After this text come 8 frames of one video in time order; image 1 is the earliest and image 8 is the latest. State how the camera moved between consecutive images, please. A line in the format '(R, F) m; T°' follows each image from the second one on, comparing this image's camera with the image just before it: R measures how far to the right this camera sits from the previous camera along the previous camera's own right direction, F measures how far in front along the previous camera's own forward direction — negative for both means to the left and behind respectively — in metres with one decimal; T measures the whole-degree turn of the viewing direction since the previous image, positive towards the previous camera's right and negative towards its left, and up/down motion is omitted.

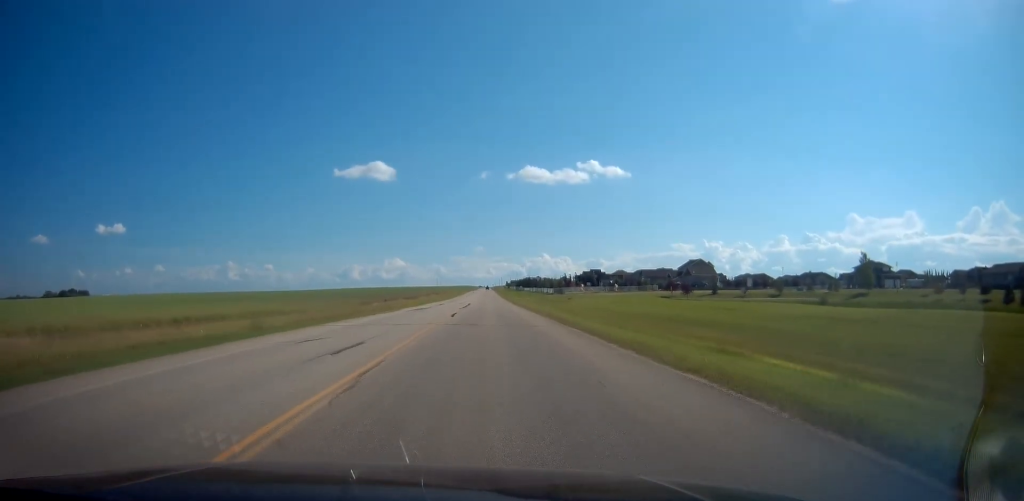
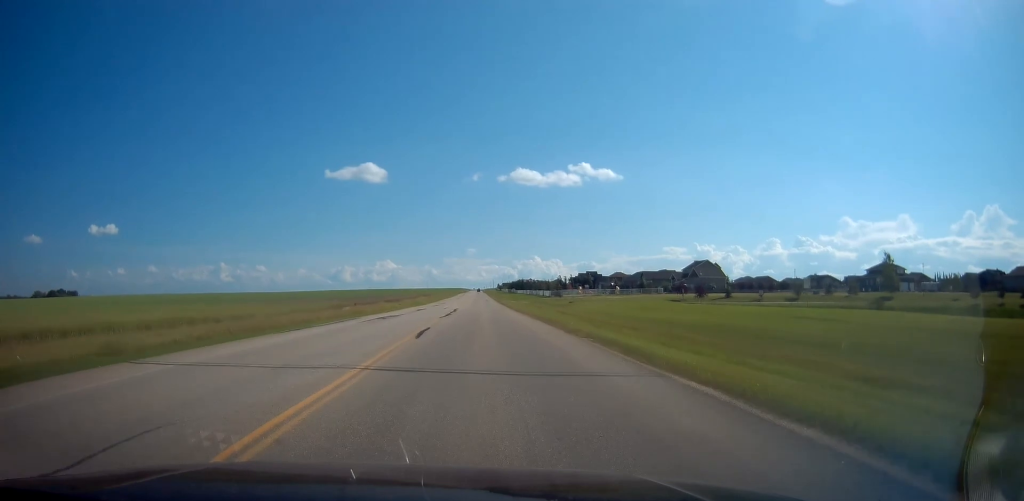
(+0.6, +13.6) m; +3°
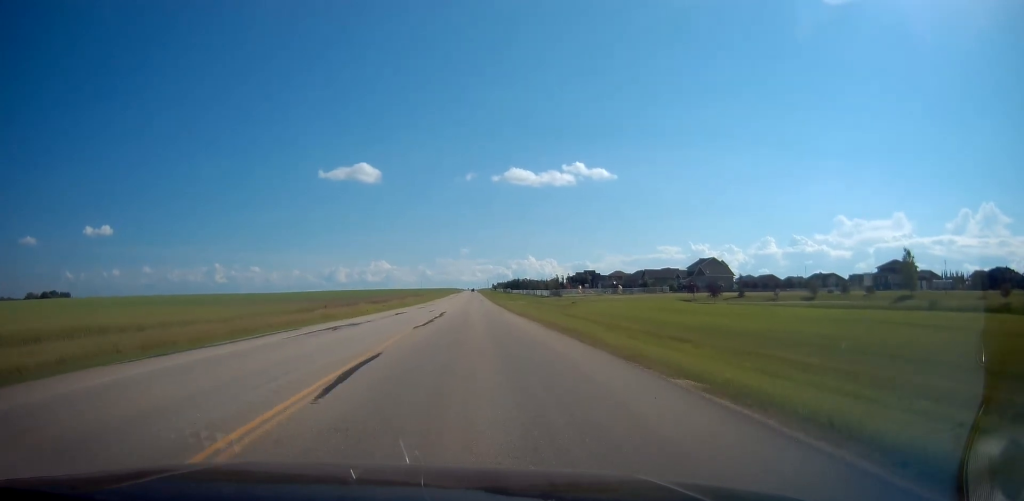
(0.0, +9.7) m; 0°
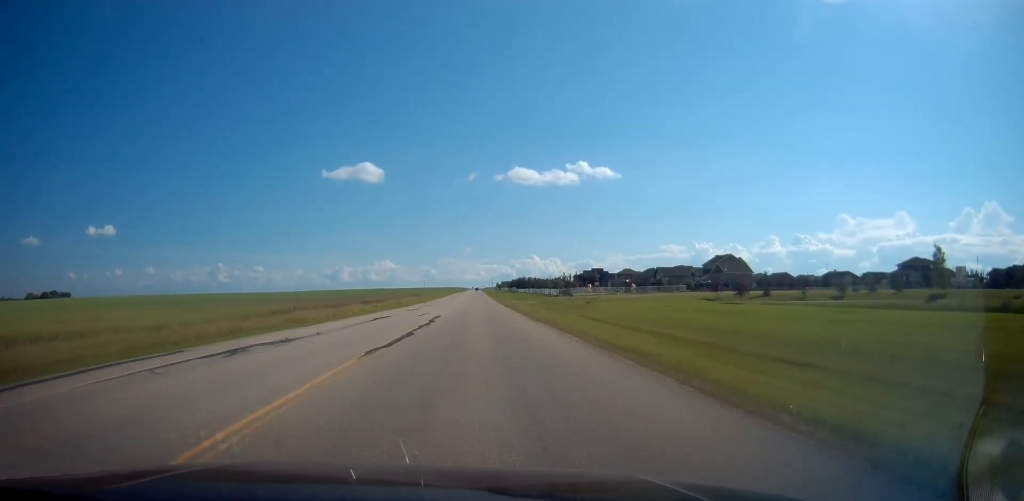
(0.0, +9.8) m; 0°
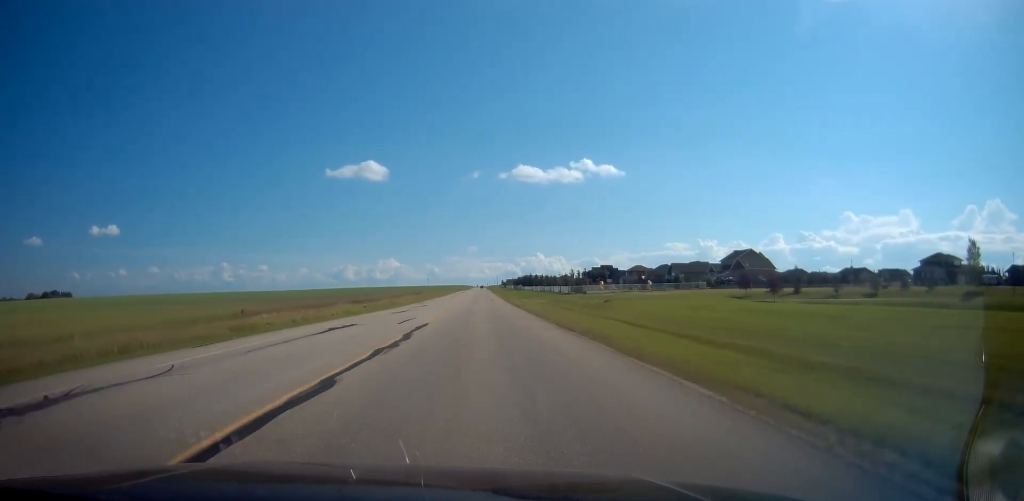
(0.0, +10.4) m; 0°
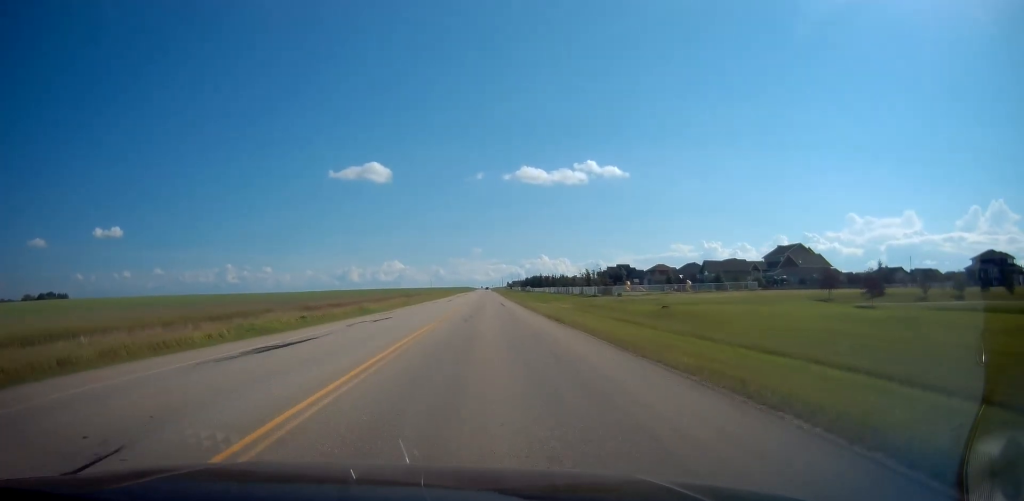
(0.0, +24.1) m; 0°
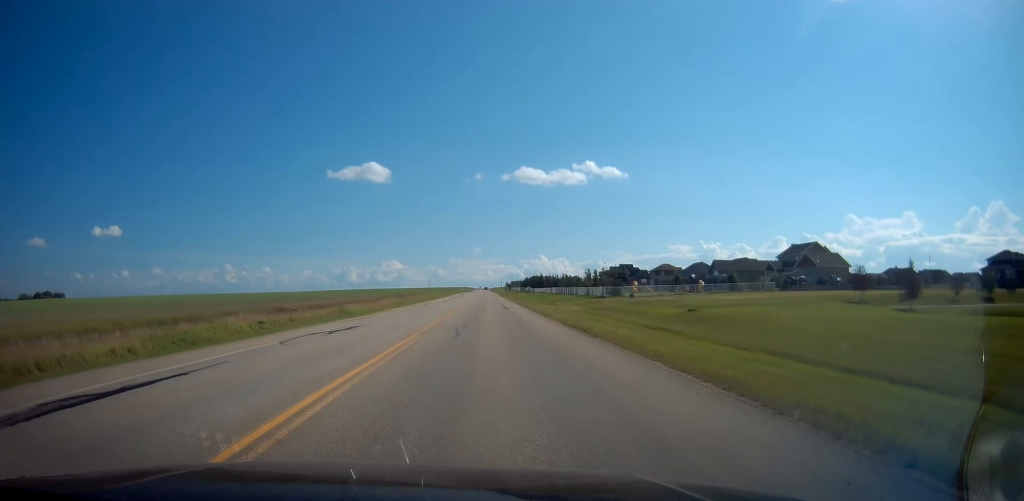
(0.0, +7.8) m; 0°
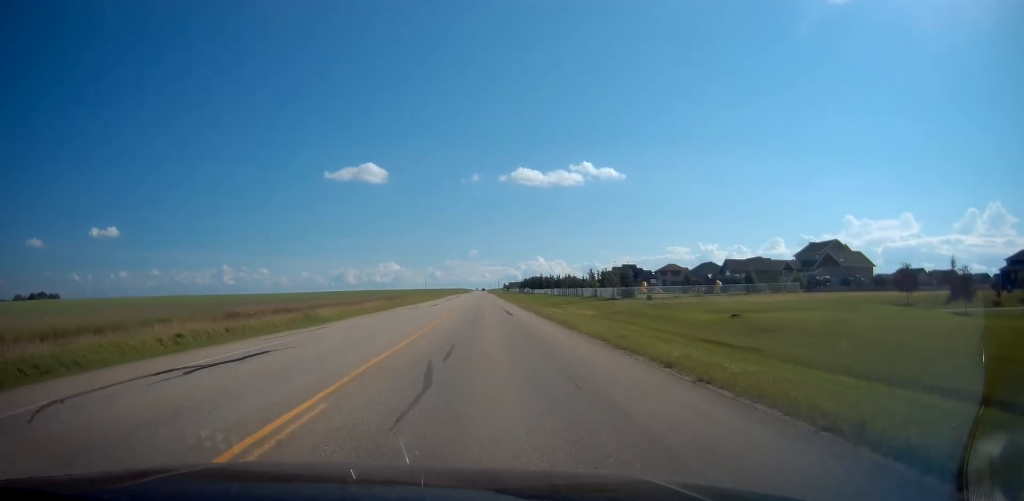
(0.0, +9.4) m; 0°
